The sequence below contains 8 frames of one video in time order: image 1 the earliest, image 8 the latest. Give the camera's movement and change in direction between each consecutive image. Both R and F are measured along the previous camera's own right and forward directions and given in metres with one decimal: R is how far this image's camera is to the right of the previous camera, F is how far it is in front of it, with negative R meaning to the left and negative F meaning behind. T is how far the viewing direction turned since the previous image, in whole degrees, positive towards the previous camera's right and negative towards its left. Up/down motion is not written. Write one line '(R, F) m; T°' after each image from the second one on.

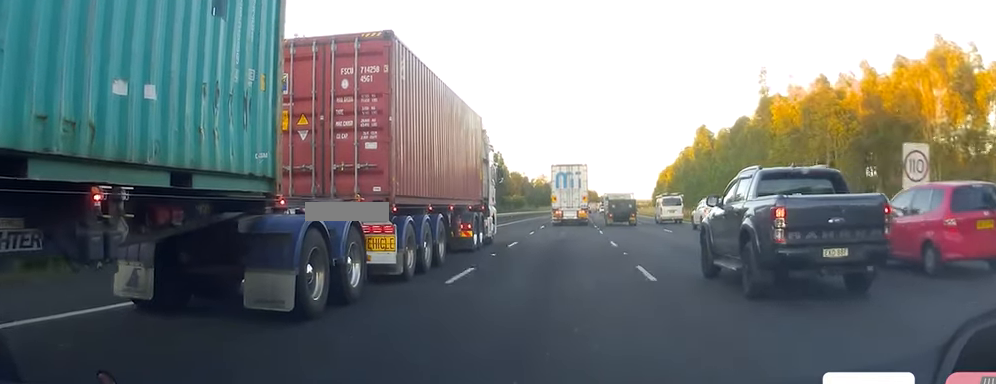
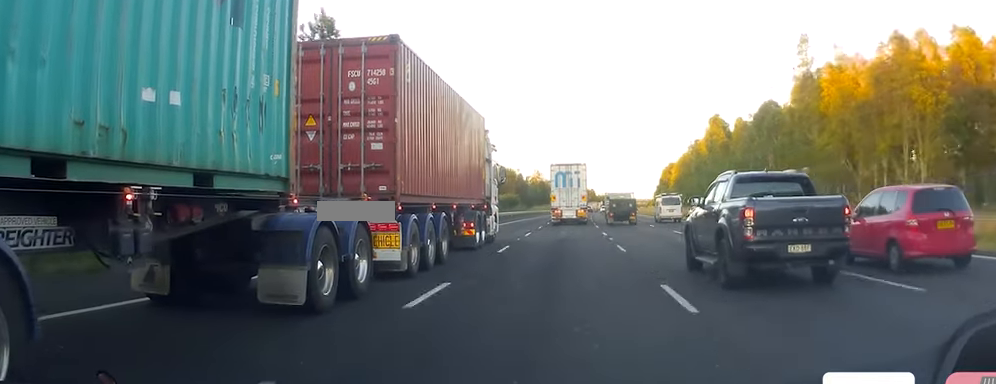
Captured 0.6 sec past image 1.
(+0.2, +15.5) m; 0°
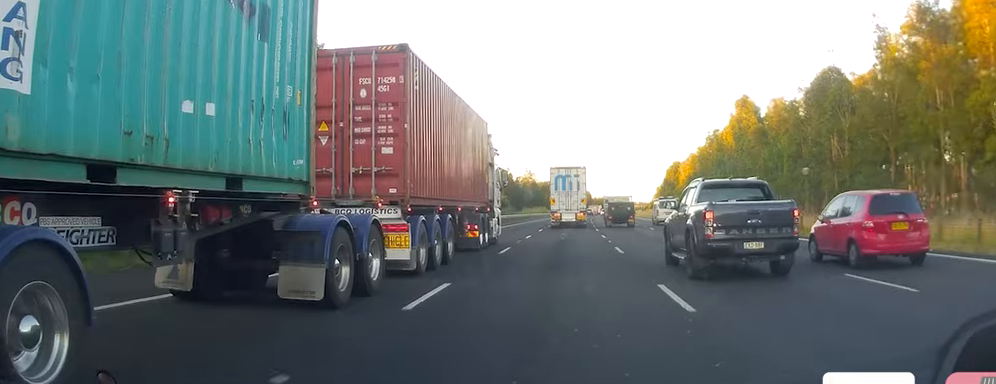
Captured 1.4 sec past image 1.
(0.0, +23.8) m; 0°
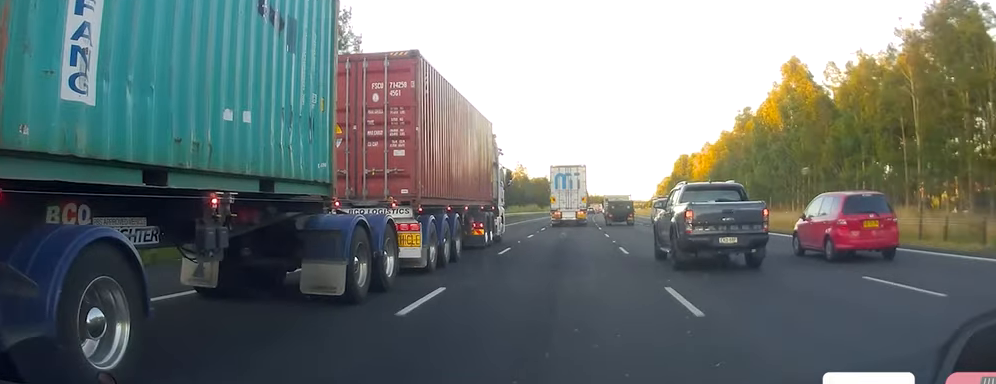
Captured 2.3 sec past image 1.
(-0.1, +24.9) m; 0°
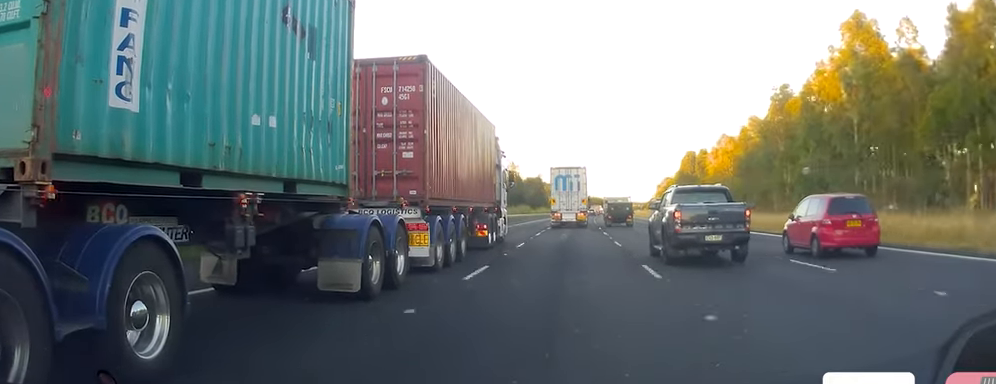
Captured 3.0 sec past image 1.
(+0.2, +19.3) m; 0°
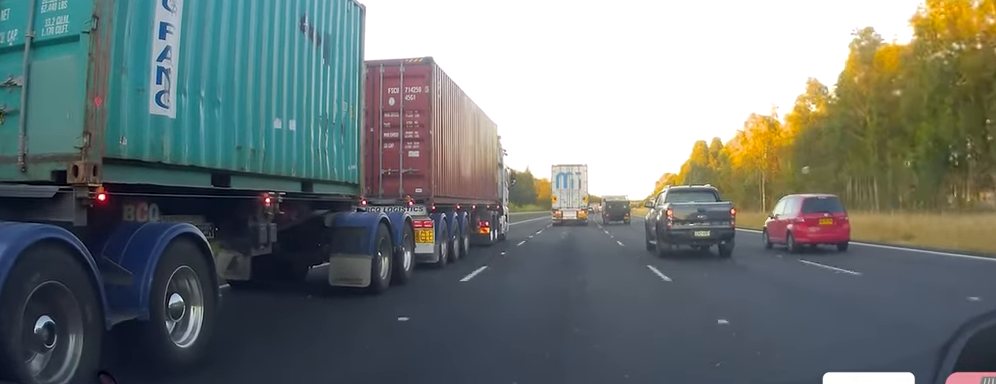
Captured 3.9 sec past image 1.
(-0.3, +24.8) m; +1°
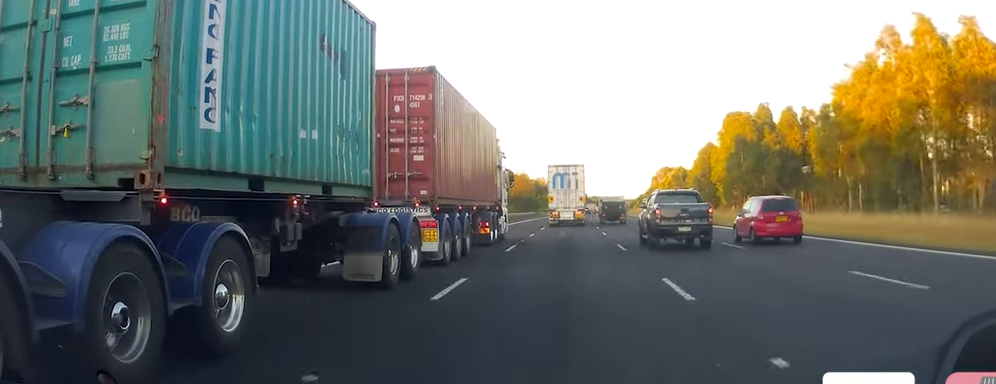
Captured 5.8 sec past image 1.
(+0.2, +50.3) m; 0°
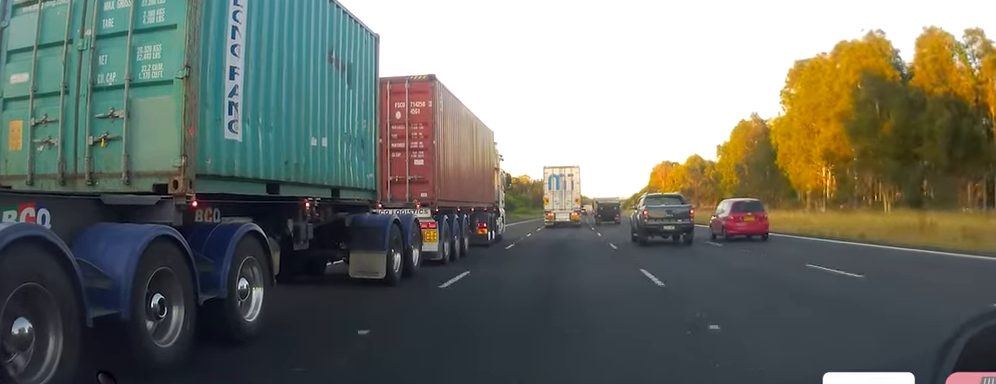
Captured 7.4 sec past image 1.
(+1.0, +45.7) m; +2°
